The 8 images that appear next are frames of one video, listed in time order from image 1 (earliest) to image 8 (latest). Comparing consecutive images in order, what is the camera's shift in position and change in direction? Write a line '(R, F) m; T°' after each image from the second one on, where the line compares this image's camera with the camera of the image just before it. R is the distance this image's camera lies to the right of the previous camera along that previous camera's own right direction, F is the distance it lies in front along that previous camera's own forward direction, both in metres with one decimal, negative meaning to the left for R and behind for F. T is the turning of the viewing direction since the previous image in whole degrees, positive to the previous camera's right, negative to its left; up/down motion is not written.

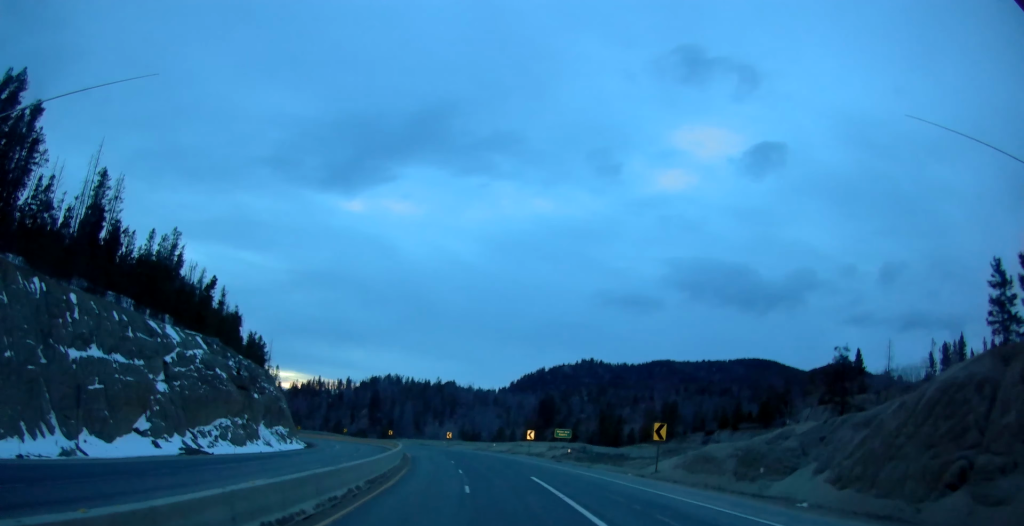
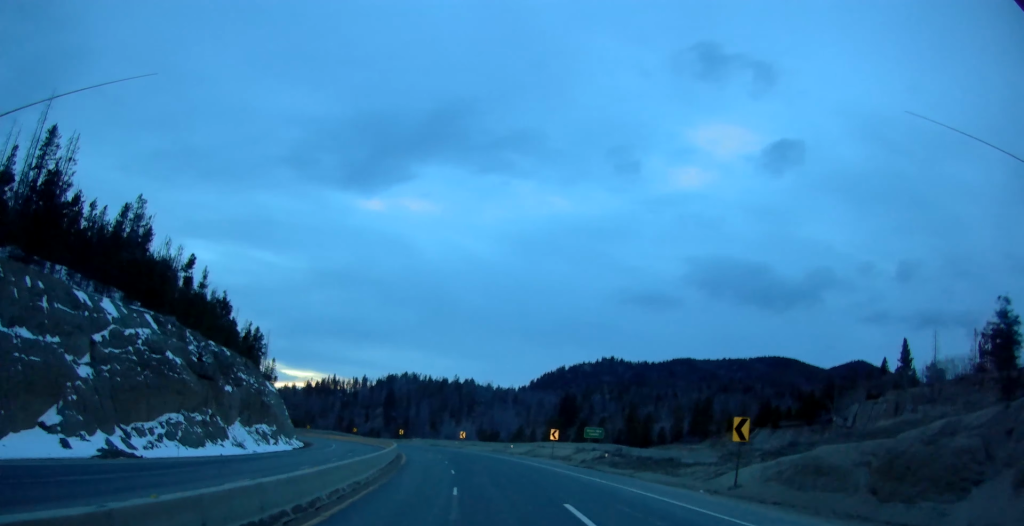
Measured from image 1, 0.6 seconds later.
(-0.3, +13.0) m; -2°
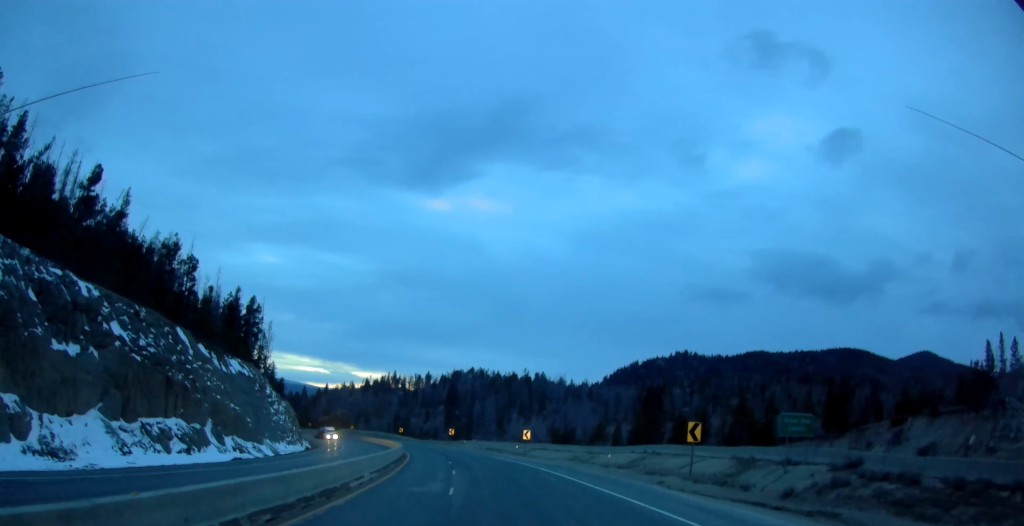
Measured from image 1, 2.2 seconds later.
(-1.0, +36.1) m; -5°
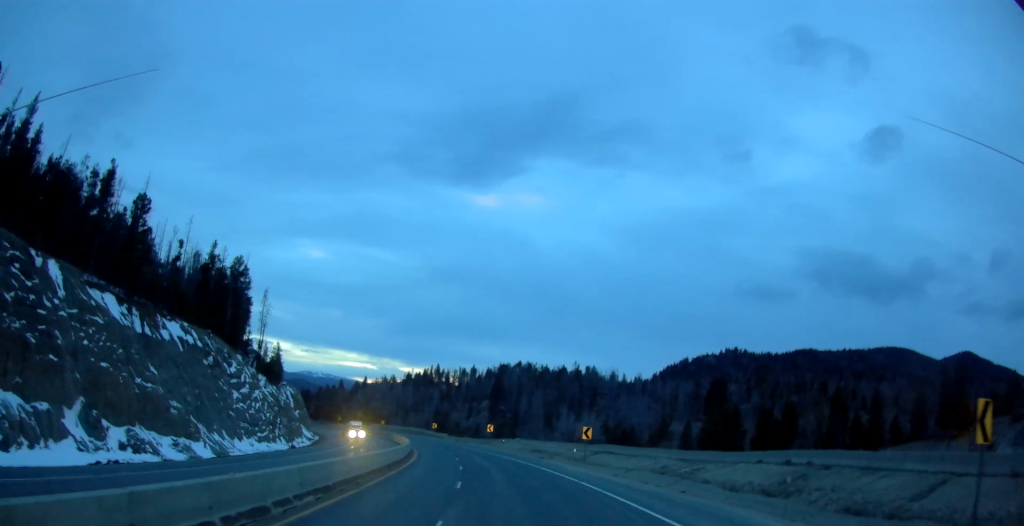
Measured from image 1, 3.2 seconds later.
(-1.0, +23.5) m; -5°
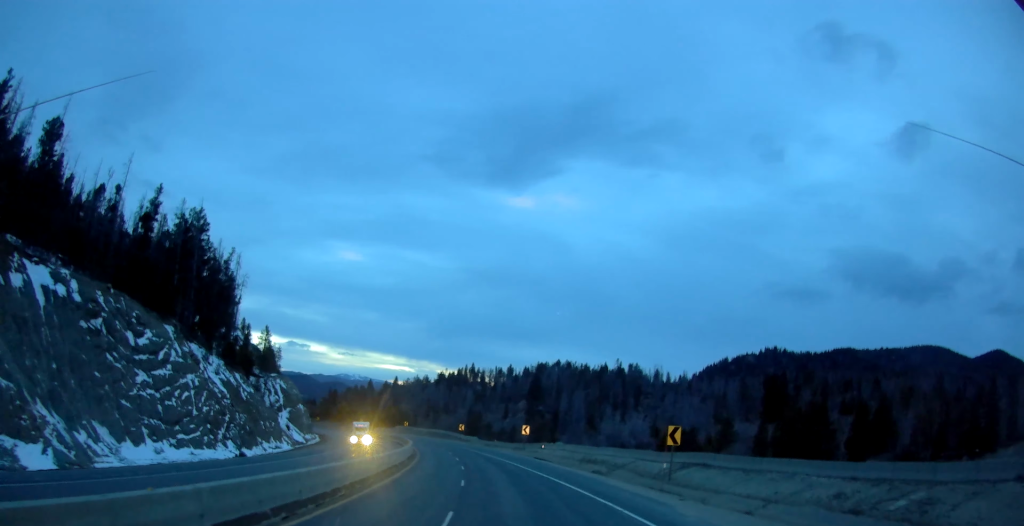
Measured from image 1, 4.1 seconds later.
(-1.0, +22.0) m; -4°
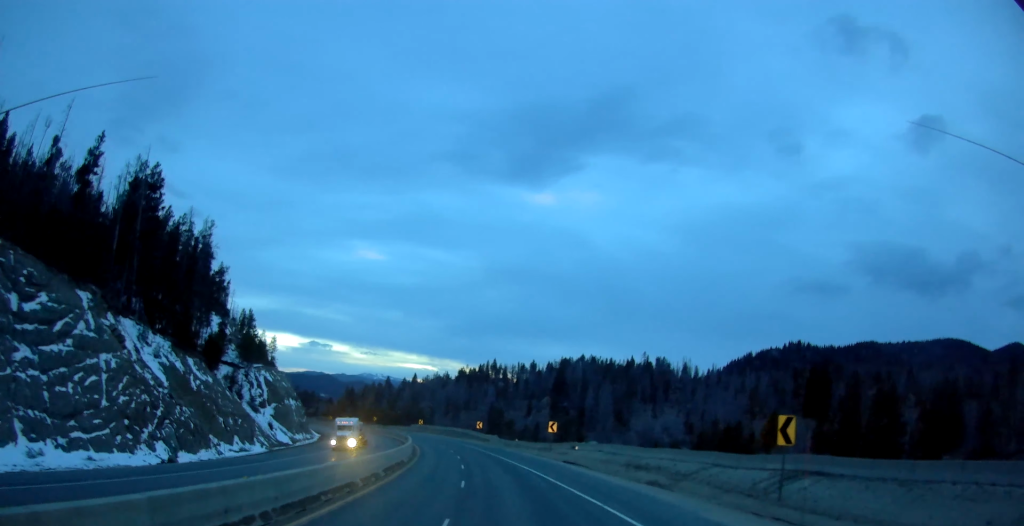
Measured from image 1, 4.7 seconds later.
(-0.2, +14.2) m; -2°
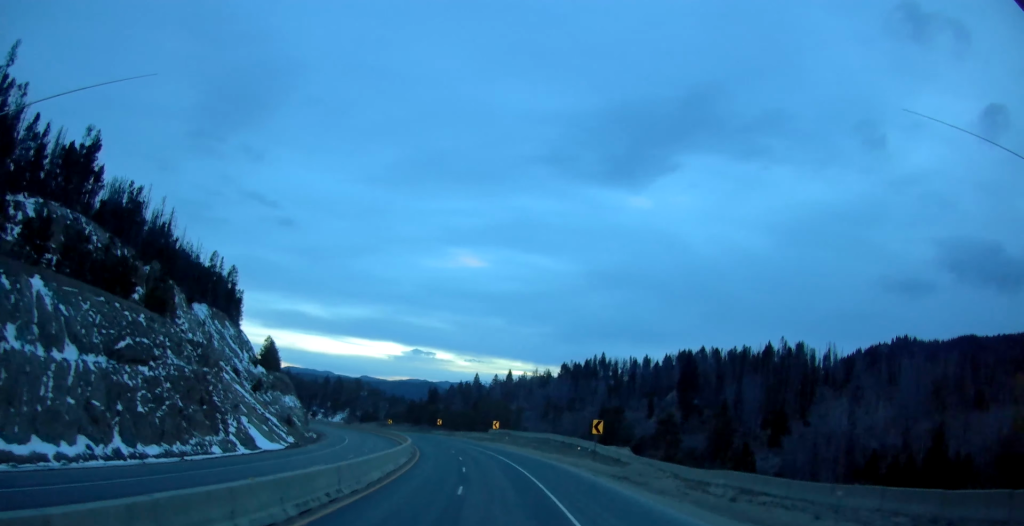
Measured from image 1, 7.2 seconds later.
(-5.0, +63.3) m; -10°
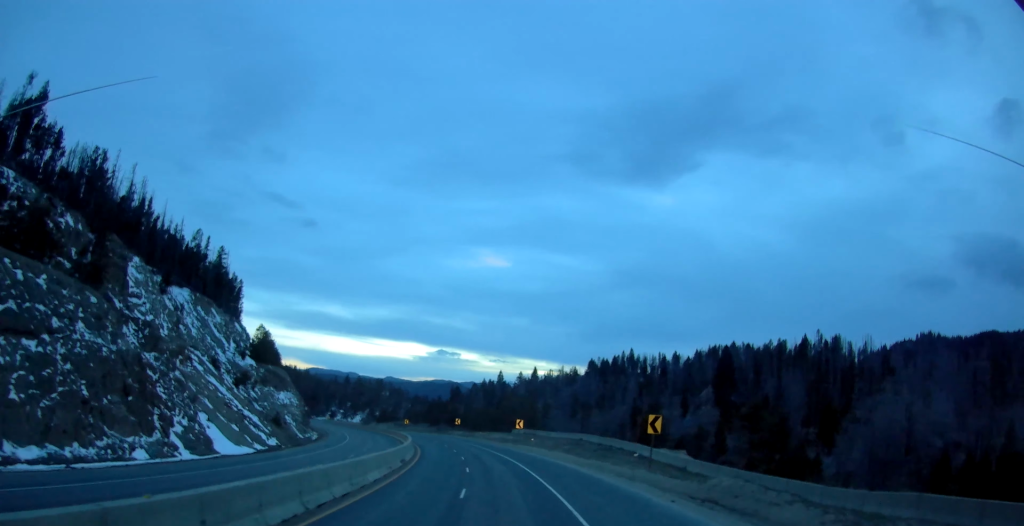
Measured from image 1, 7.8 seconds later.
(-0.3, +13.9) m; -2°
